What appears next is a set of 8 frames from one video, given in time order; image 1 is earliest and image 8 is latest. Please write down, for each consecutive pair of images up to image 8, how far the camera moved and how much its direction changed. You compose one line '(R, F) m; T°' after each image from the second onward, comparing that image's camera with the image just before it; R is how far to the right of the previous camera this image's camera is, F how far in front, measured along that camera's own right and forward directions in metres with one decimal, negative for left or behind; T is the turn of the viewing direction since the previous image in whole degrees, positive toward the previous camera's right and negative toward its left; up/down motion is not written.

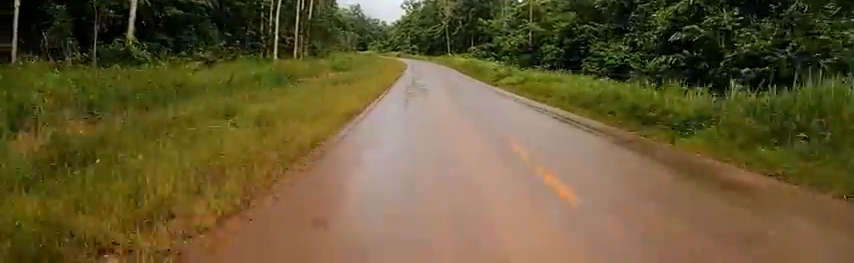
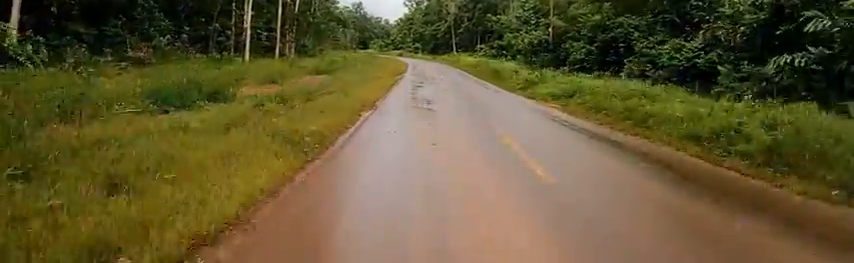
(-0.2, +7.0) m; -1°
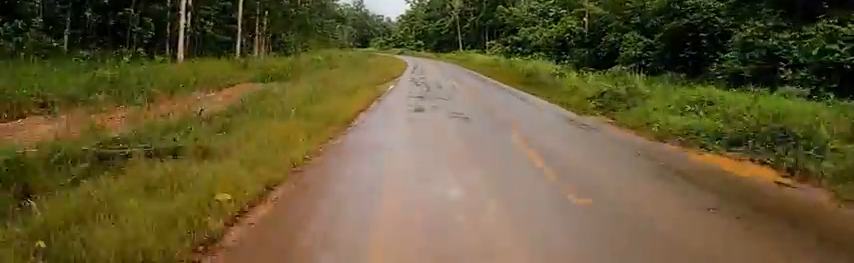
(-0.6, +9.6) m; 0°
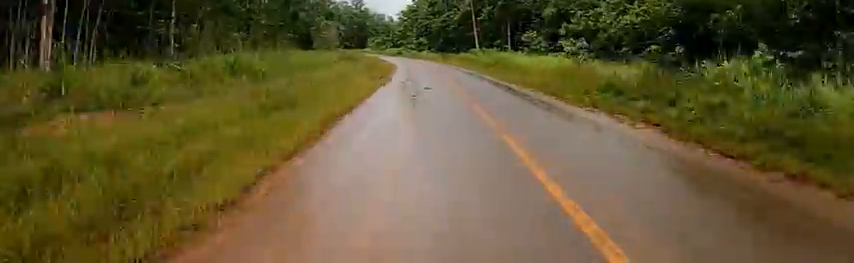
(+1.5, +21.8) m; +4°
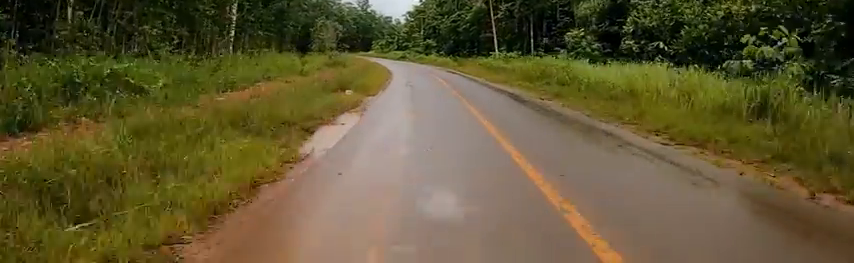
(0.0, +10.7) m; -2°
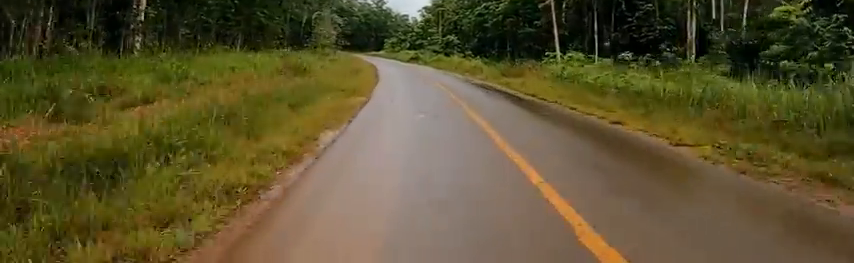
(-1.1, +17.7) m; -8°
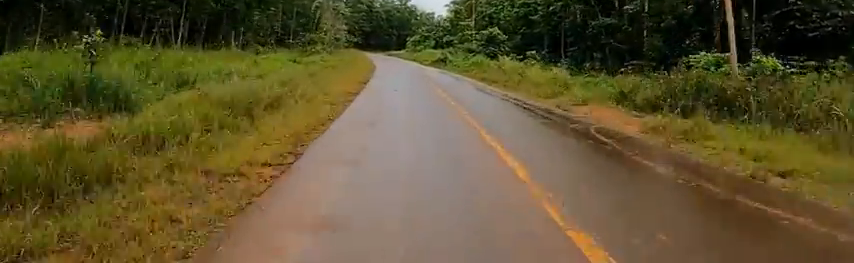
(-0.6, +16.7) m; -2°
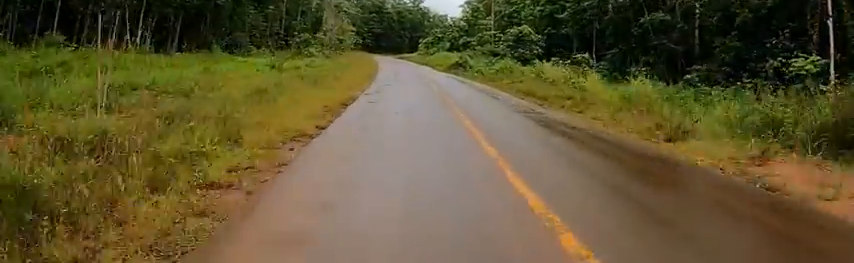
(0.0, +7.1) m; 0°
